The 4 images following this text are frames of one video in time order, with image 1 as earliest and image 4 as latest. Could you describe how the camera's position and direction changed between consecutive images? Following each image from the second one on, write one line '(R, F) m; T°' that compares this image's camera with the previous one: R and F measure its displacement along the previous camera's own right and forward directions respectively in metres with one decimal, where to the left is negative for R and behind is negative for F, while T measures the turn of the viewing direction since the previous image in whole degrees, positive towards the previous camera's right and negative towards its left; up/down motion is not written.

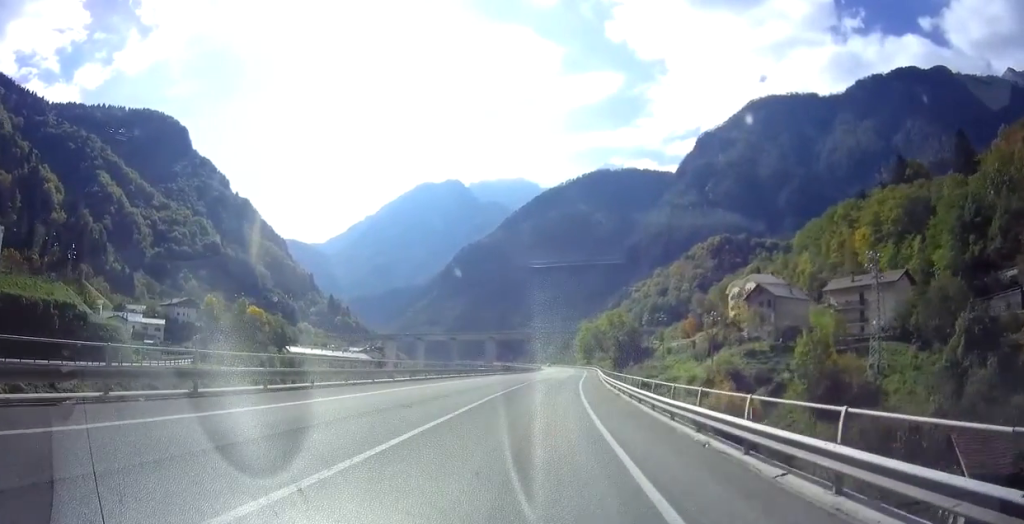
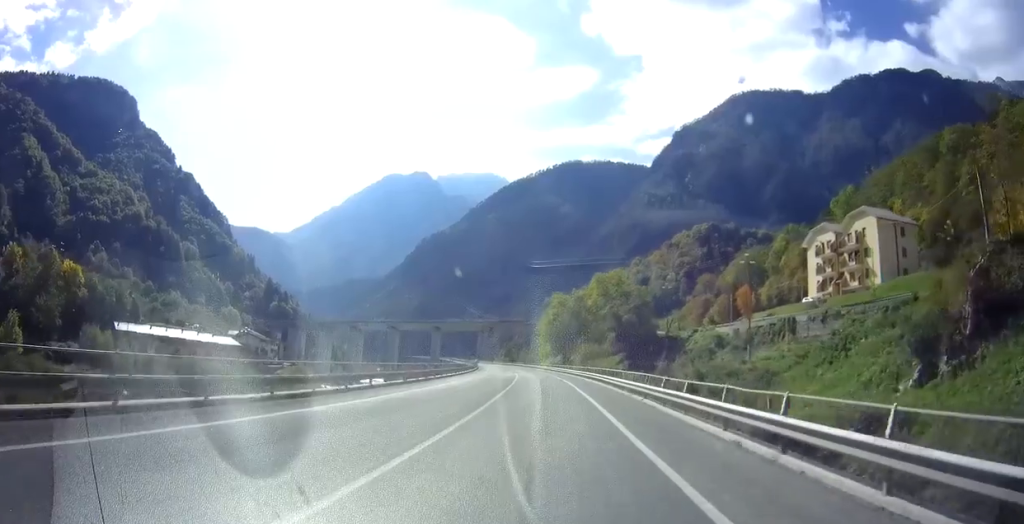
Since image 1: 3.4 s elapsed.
(+3.2, +76.9) m; +3°
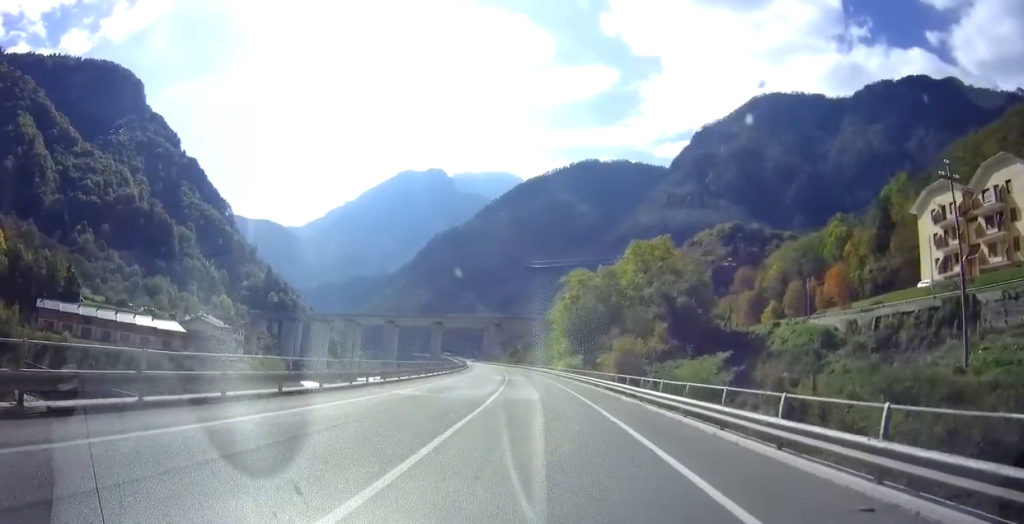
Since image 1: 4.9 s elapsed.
(-0.5, +32.0) m; -2°
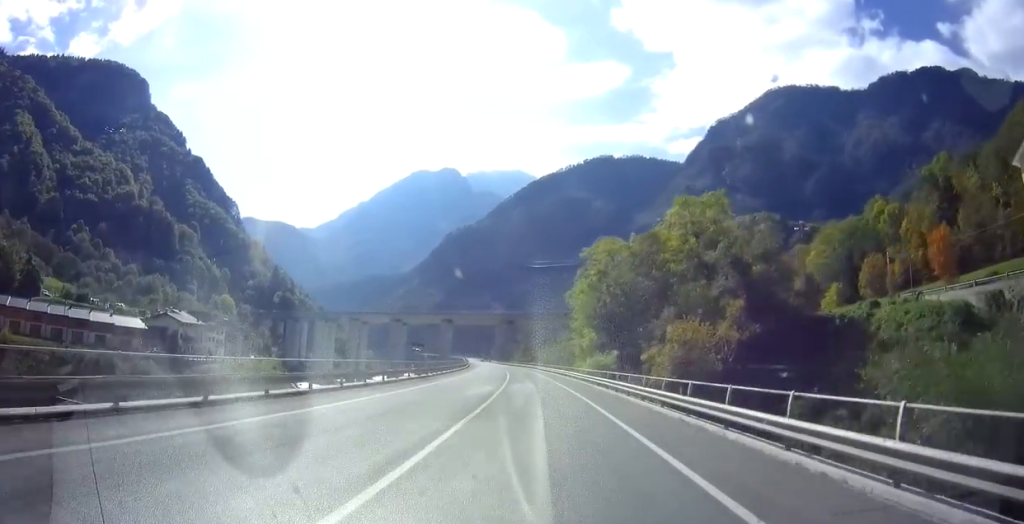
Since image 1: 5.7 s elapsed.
(-0.2, +19.5) m; -1°
